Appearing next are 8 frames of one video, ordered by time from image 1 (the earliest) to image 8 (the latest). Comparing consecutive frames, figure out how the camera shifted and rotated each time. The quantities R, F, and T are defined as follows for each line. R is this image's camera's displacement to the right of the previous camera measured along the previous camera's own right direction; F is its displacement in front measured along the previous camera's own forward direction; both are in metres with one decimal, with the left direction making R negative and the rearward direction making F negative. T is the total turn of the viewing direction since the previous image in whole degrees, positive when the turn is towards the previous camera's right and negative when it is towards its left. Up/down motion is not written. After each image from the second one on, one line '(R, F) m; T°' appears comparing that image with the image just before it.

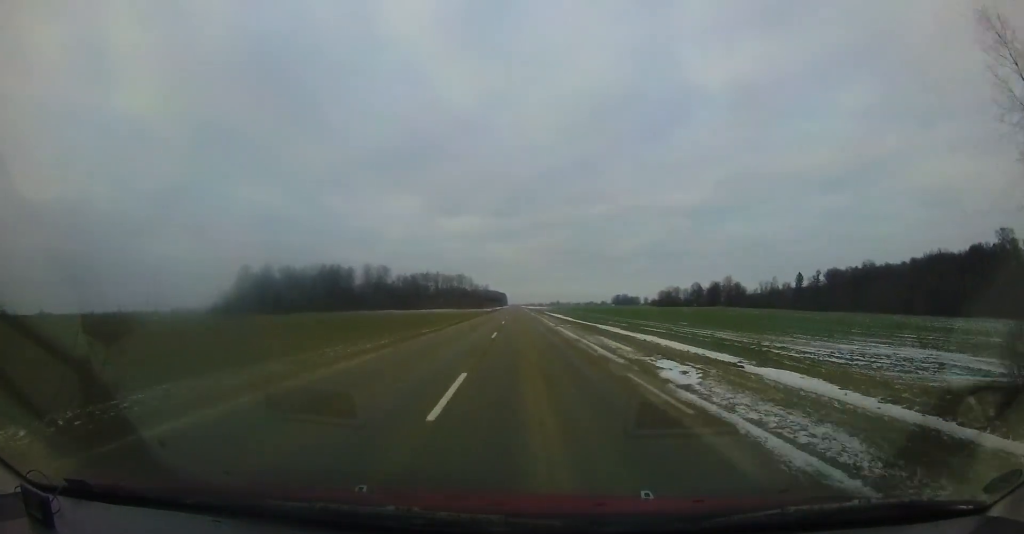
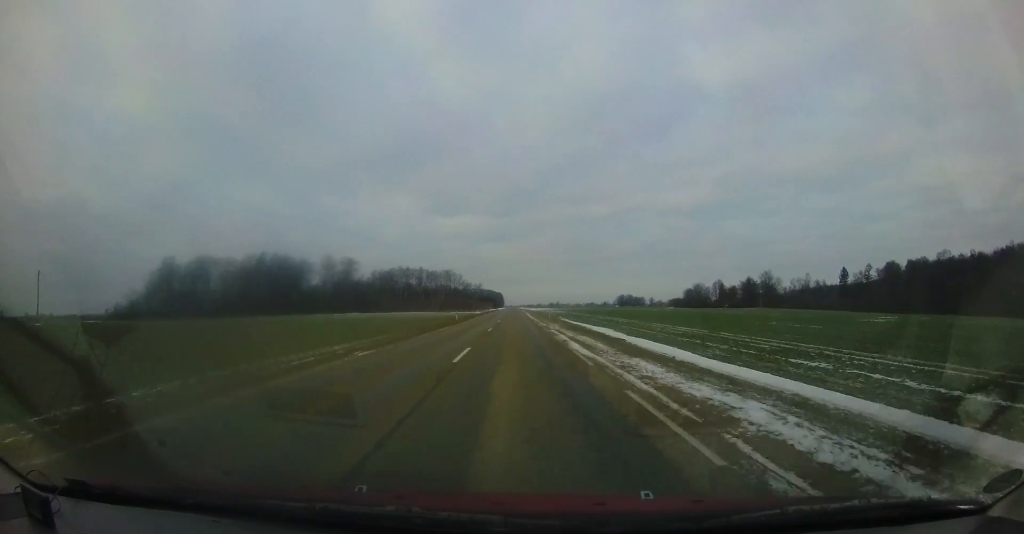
(+0.9, +42.6) m; +2°
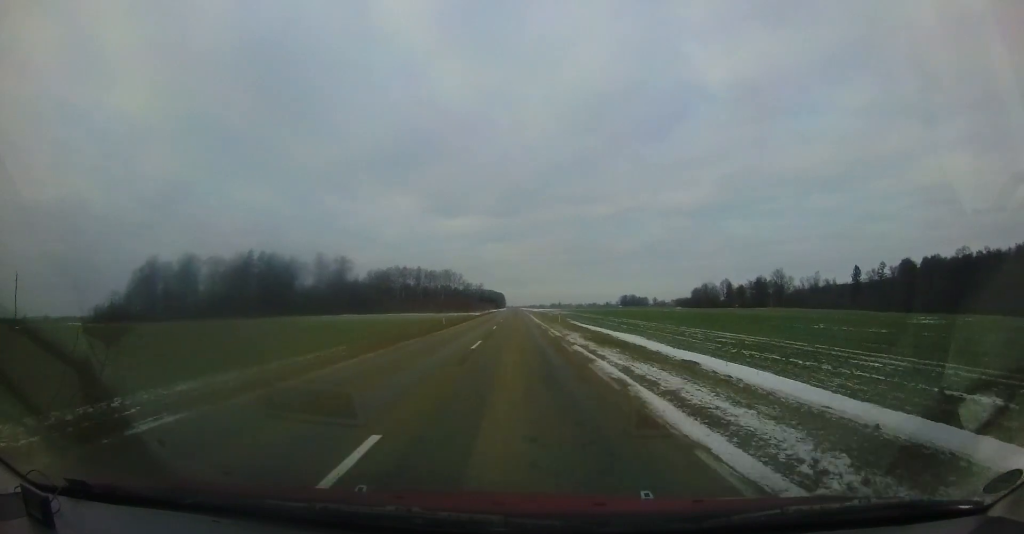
(0.0, +8.4) m; 0°
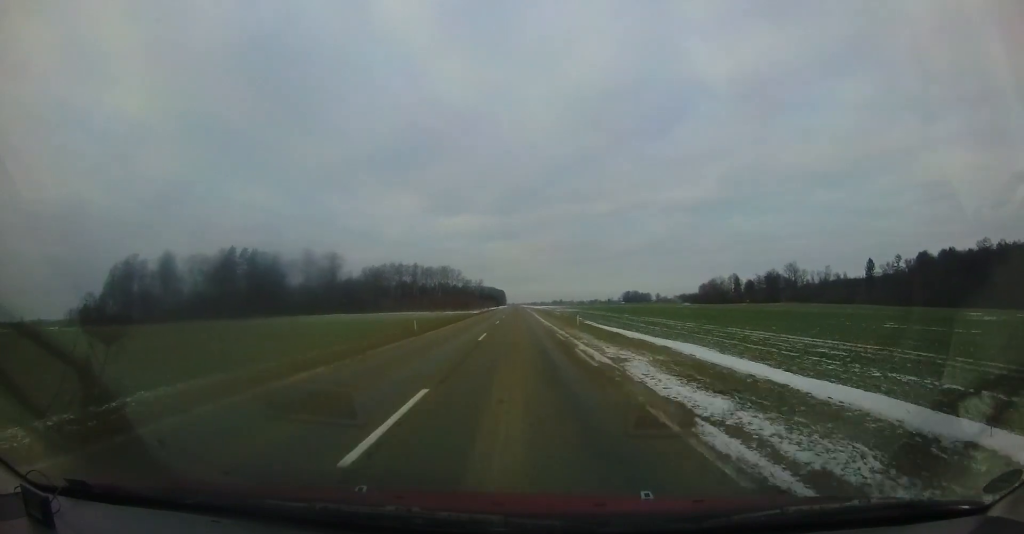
(-0.1, +9.7) m; 0°
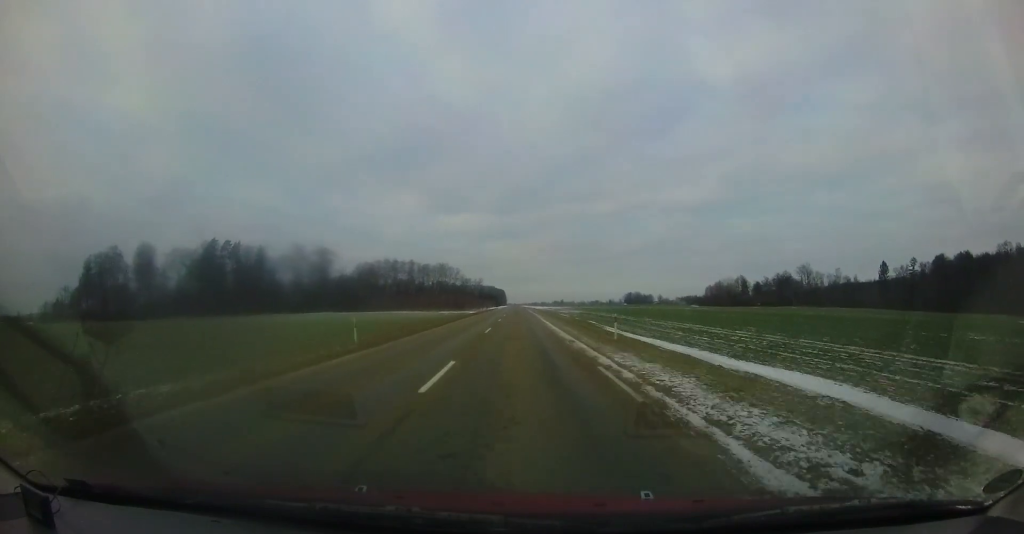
(0.0, +9.1) m; 0°
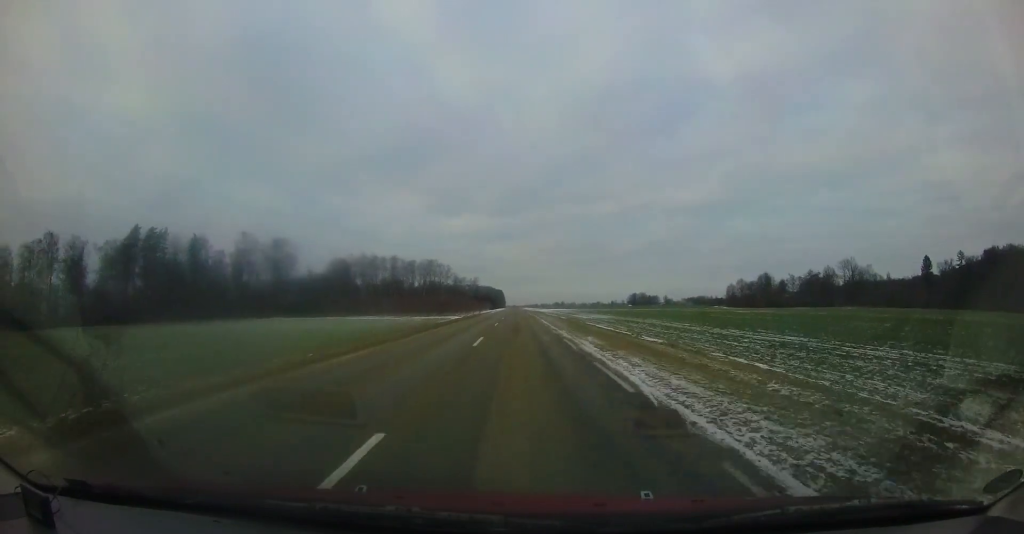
(-0.2, +29.0) m; -1°
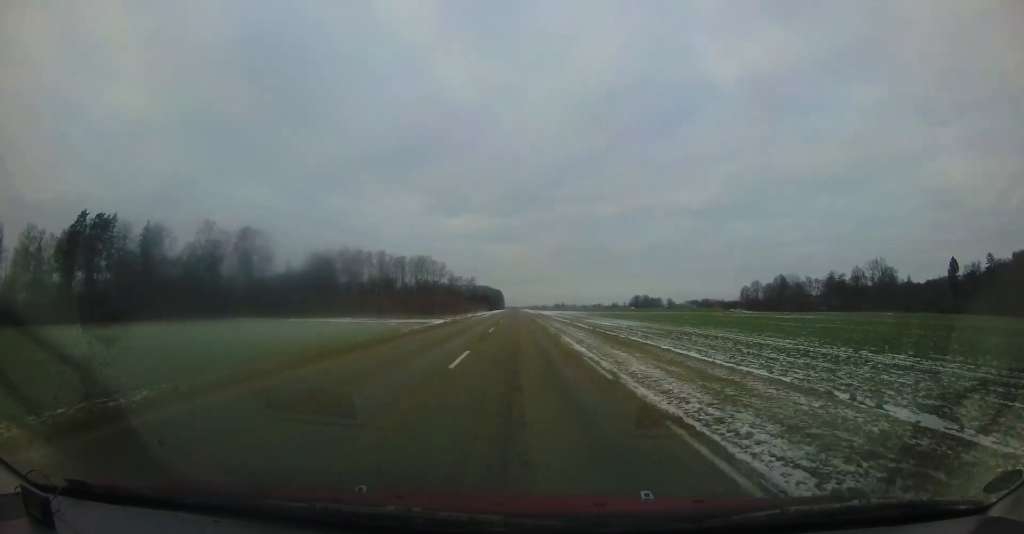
(0.0, +16.5) m; 0°
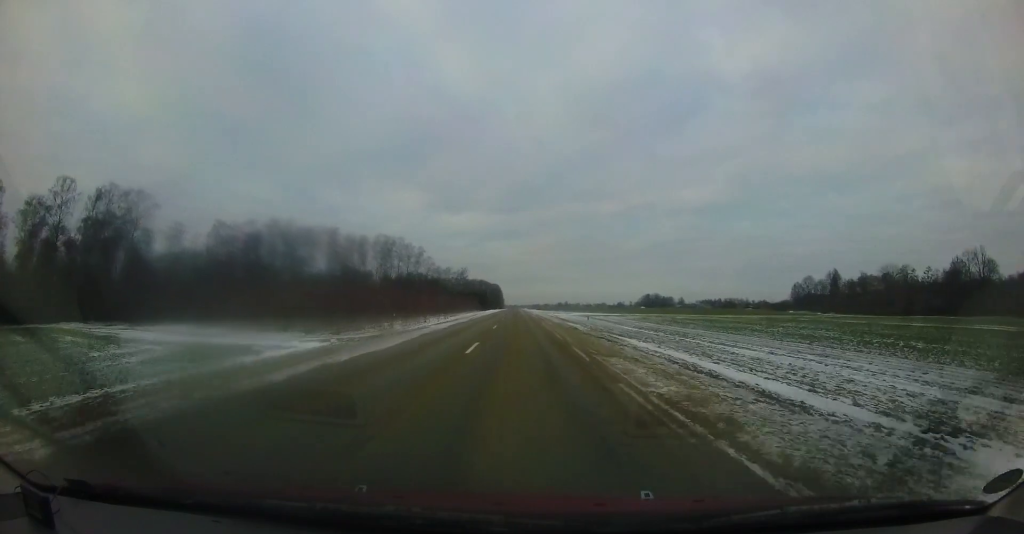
(-0.4, +45.3) m; -1°
